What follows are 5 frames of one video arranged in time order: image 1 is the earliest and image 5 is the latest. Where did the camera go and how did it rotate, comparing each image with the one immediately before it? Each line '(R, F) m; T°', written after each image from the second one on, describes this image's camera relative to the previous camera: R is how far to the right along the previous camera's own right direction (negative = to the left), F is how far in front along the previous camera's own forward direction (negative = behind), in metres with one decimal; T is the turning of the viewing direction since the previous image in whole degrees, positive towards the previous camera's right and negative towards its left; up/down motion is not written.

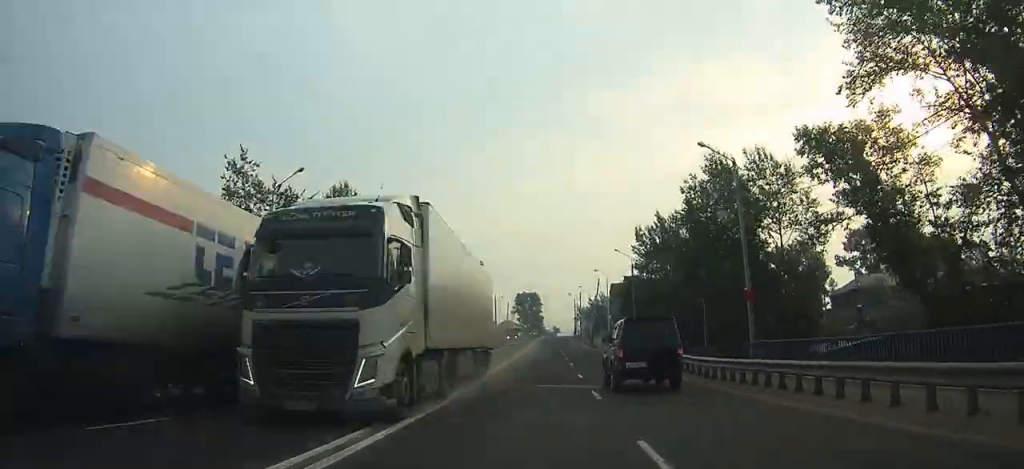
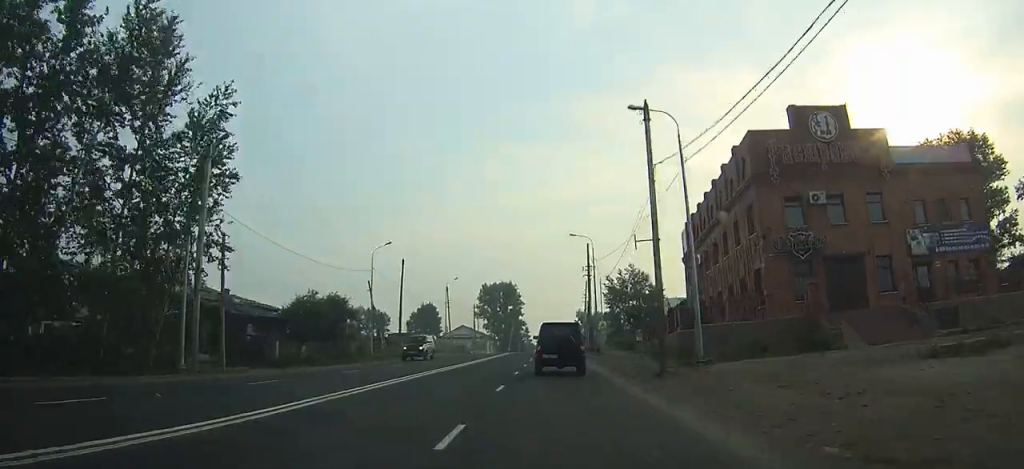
(-5.9, +93.7) m; +2°
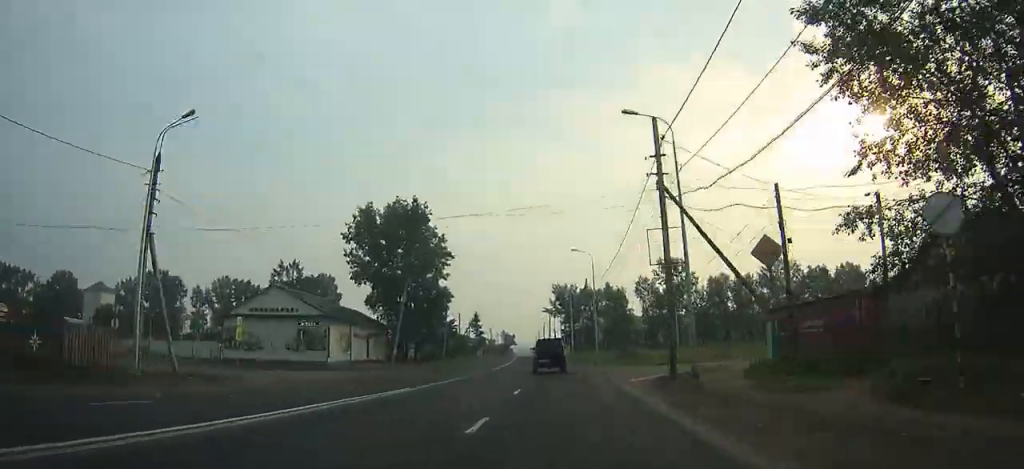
(+2.9, +91.3) m; +2°
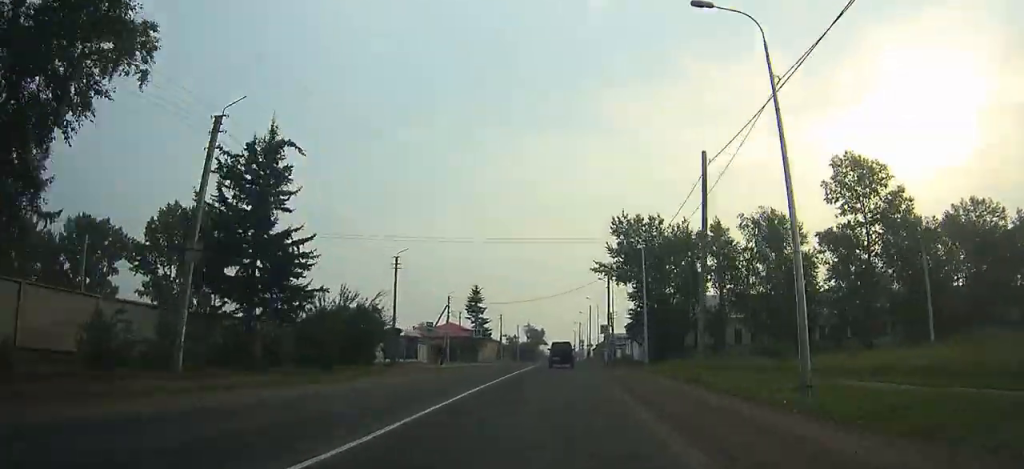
(-1.2, +69.8) m; -2°
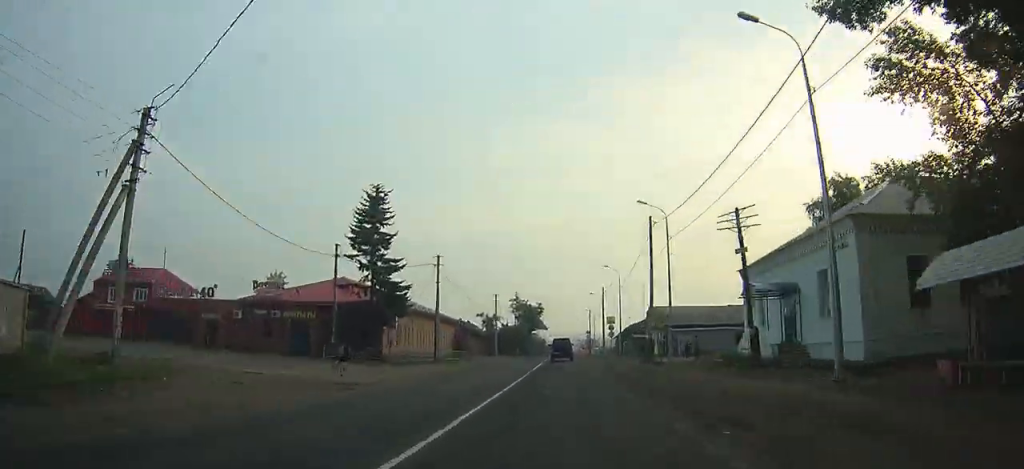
(-0.2, +55.7) m; 0°
